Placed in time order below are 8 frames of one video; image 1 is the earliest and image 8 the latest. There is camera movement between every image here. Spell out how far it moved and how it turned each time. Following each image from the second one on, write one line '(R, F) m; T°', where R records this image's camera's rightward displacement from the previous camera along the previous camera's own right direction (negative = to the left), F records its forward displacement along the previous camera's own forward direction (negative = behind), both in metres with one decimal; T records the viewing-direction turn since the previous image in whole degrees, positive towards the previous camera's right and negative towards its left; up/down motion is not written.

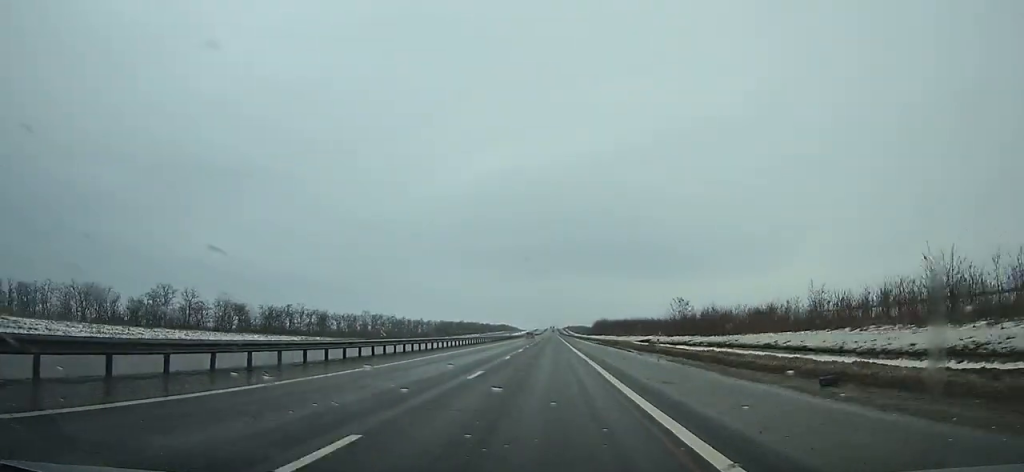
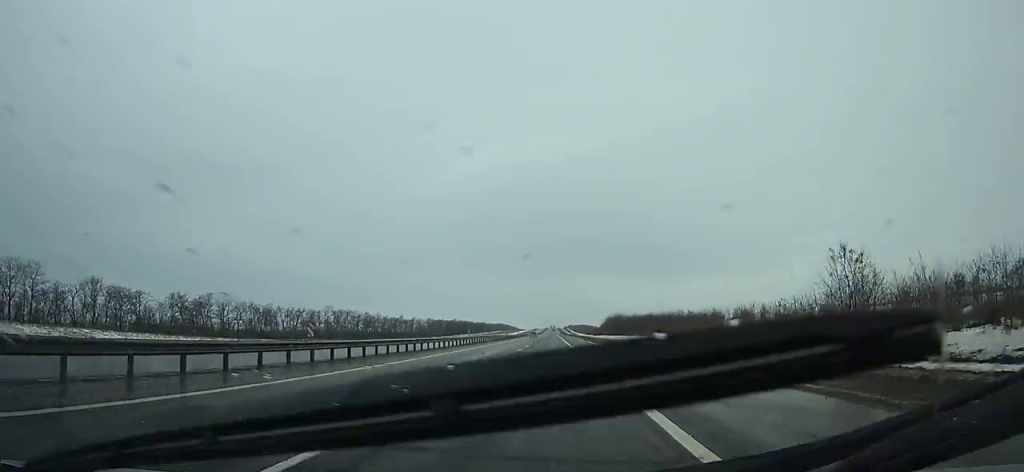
(0.0, +49.1) m; 0°
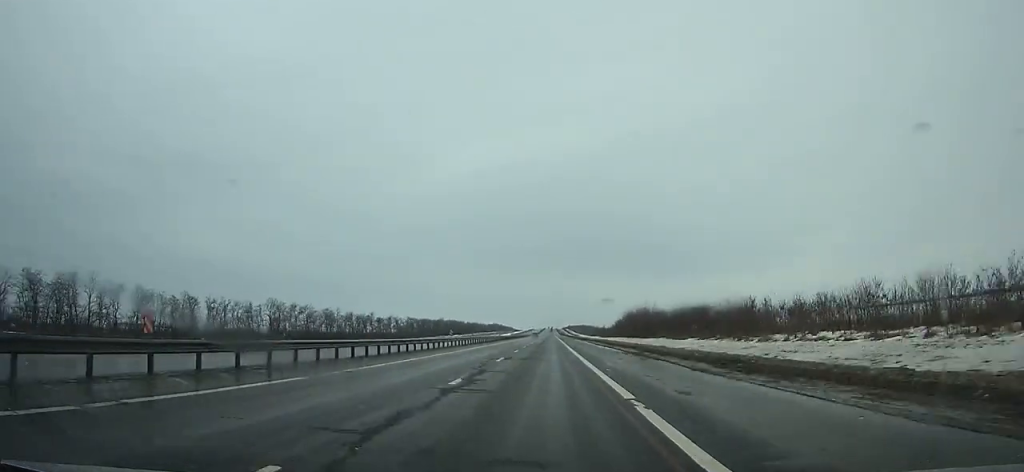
(+0.1, +49.1) m; 0°
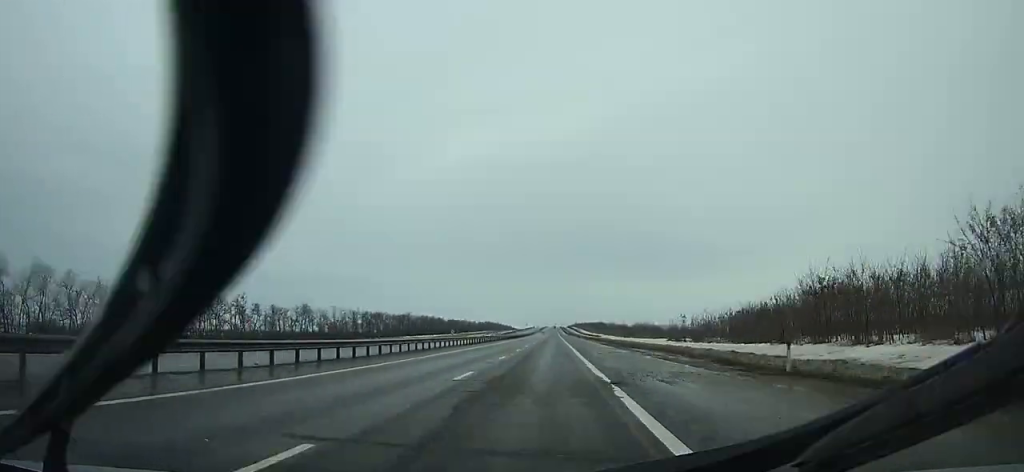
(-0.1, +120.0) m; 0°
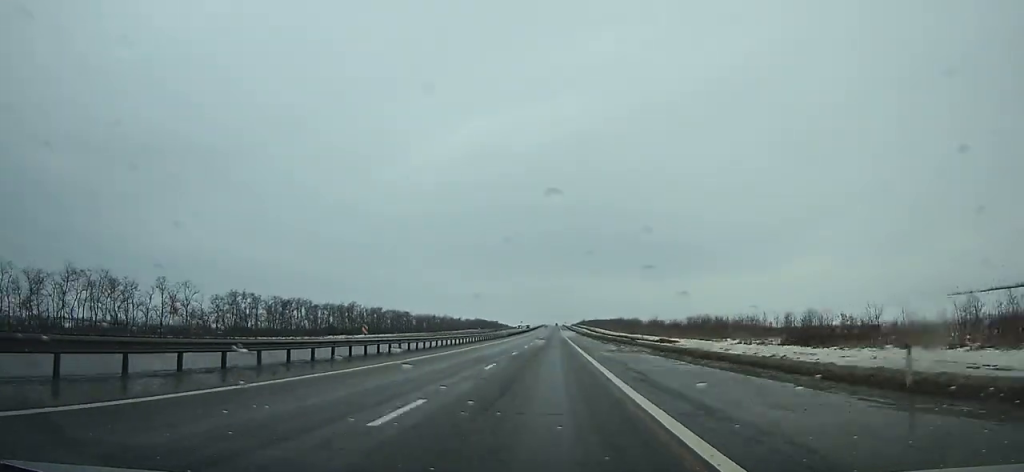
(-0.2, +105.6) m; 0°
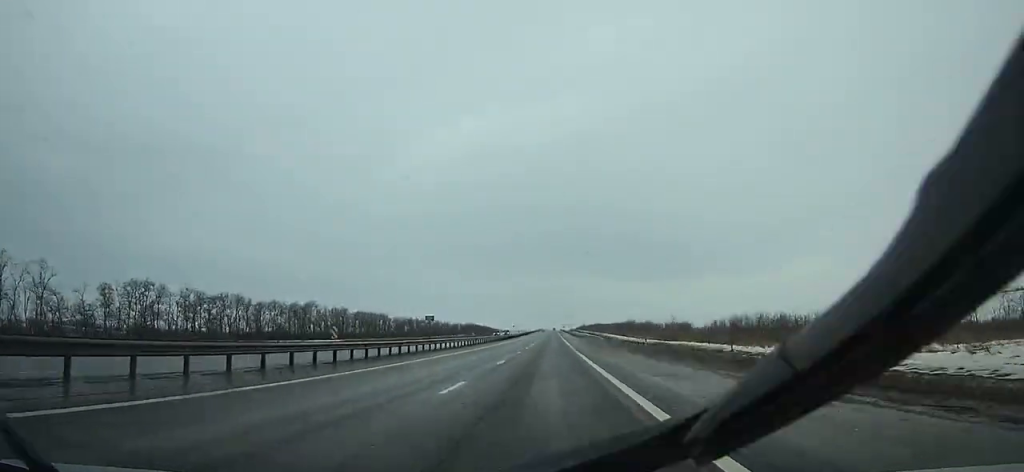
(+0.1, +43.9) m; 0°
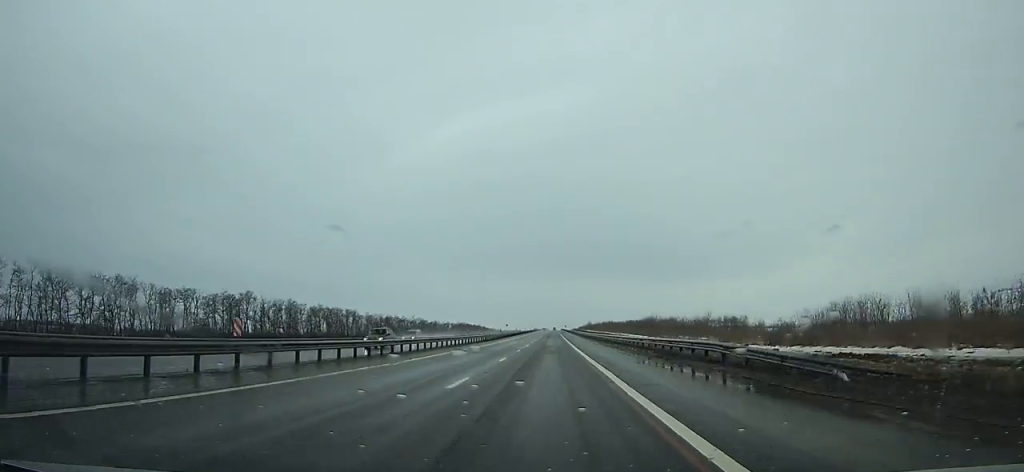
(+0.1, +46.6) m; 0°
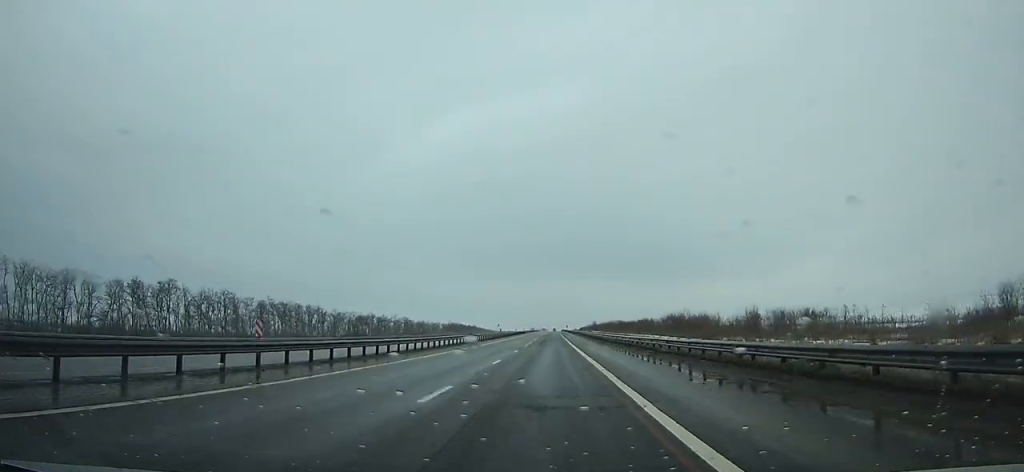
(-0.1, +39.5) m; 0°
